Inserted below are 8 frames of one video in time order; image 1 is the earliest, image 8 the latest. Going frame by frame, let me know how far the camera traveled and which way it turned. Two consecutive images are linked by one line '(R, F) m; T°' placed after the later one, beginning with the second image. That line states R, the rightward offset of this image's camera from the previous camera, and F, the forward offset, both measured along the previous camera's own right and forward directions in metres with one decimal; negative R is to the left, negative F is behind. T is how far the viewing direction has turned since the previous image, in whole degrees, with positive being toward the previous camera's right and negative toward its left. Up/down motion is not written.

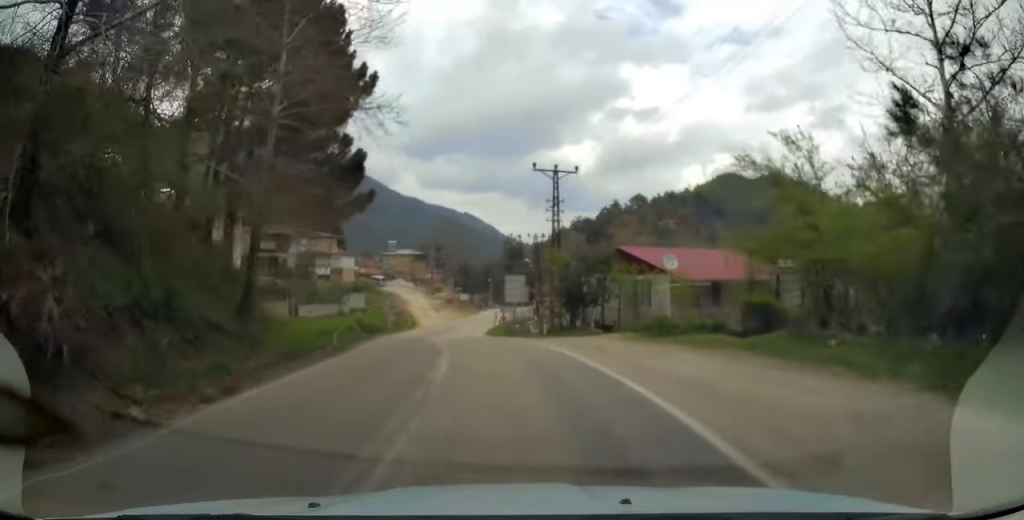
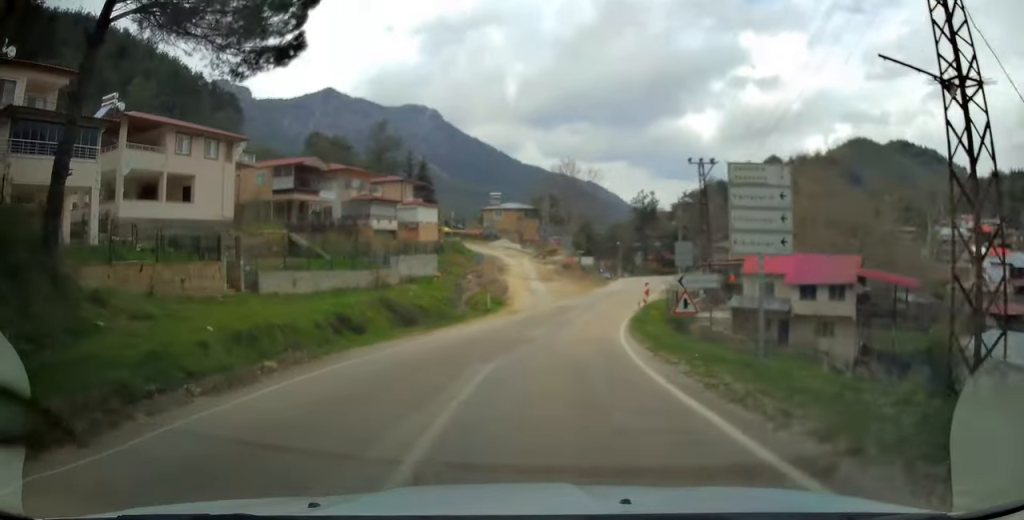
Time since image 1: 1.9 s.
(-2.7, +24.8) m; -8°
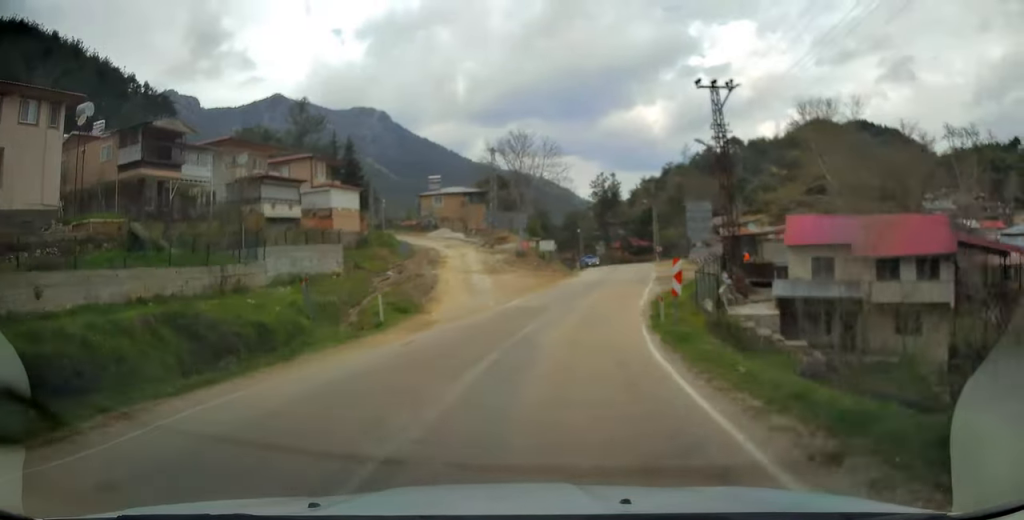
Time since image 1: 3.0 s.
(-0.1, +14.6) m; +2°
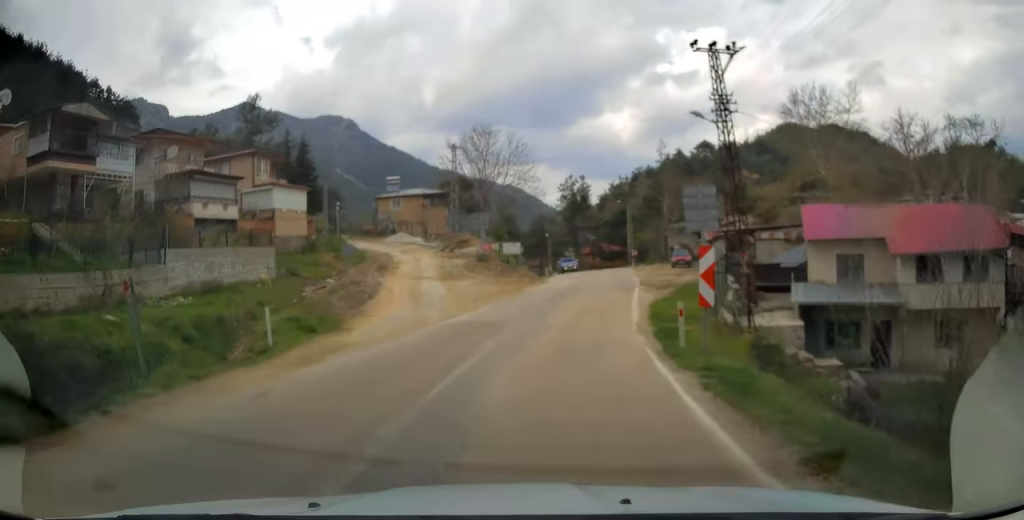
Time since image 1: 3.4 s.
(0.0, +5.7) m; +2°
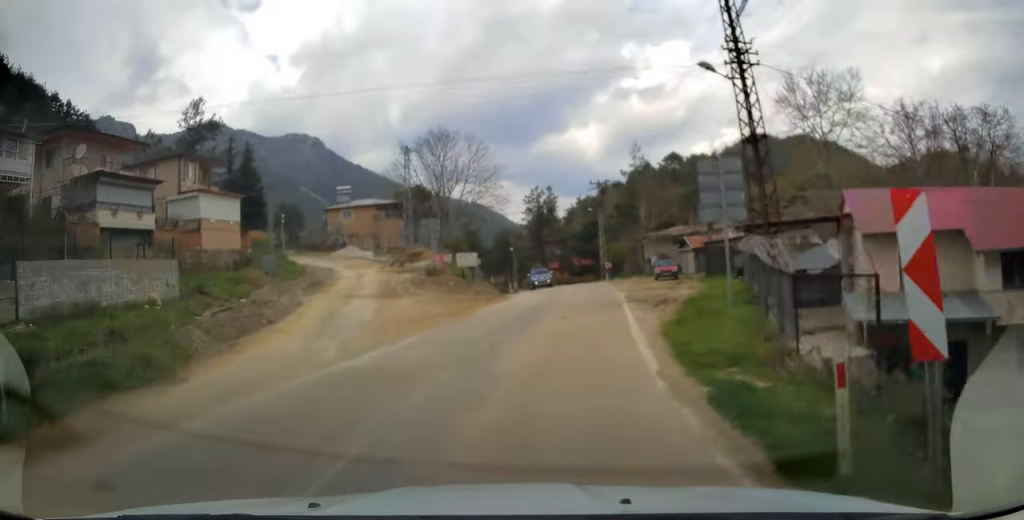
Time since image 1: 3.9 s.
(0.0, +6.7) m; +3°
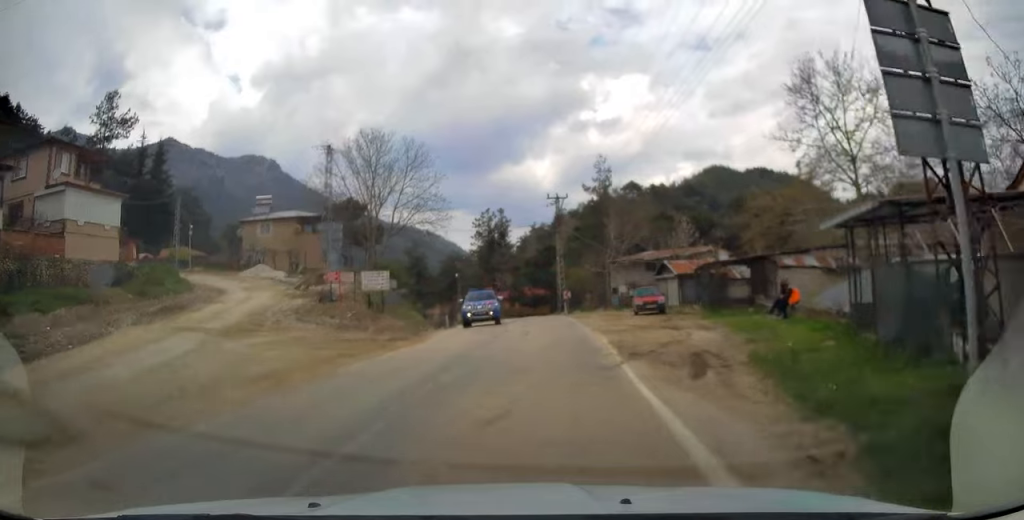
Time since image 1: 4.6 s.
(+0.7, +10.6) m; +4°
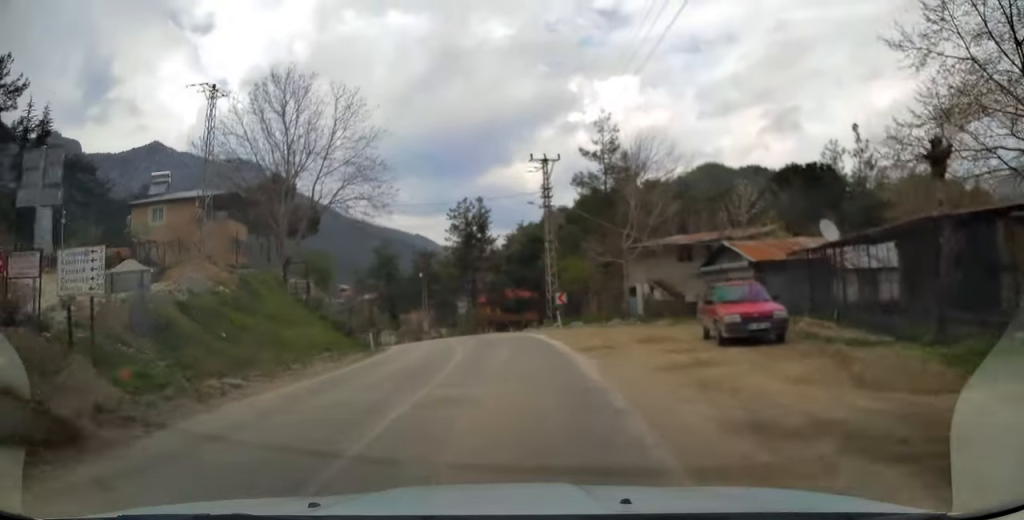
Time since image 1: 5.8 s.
(+0.3, +17.3) m; 0°
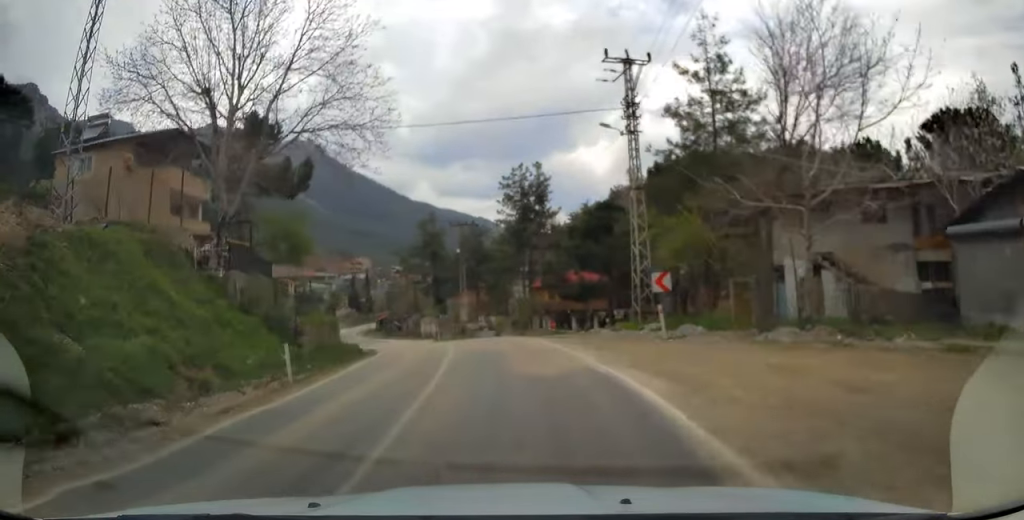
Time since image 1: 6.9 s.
(-0.3, +15.5) m; -5°
